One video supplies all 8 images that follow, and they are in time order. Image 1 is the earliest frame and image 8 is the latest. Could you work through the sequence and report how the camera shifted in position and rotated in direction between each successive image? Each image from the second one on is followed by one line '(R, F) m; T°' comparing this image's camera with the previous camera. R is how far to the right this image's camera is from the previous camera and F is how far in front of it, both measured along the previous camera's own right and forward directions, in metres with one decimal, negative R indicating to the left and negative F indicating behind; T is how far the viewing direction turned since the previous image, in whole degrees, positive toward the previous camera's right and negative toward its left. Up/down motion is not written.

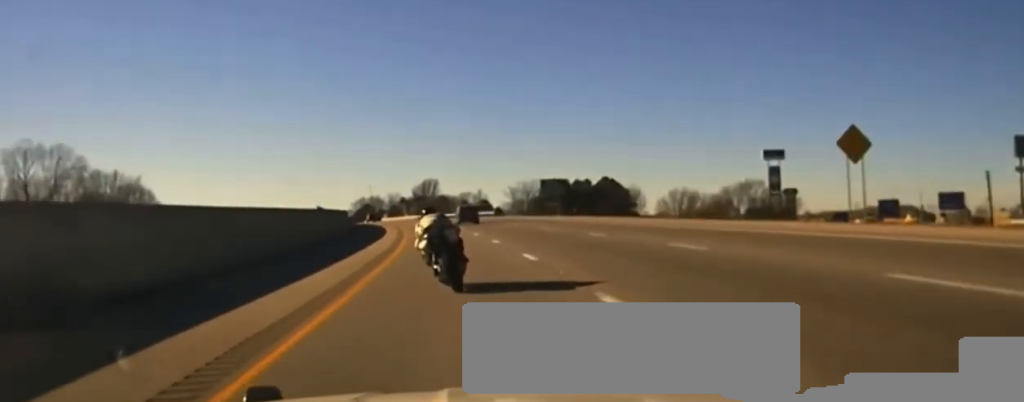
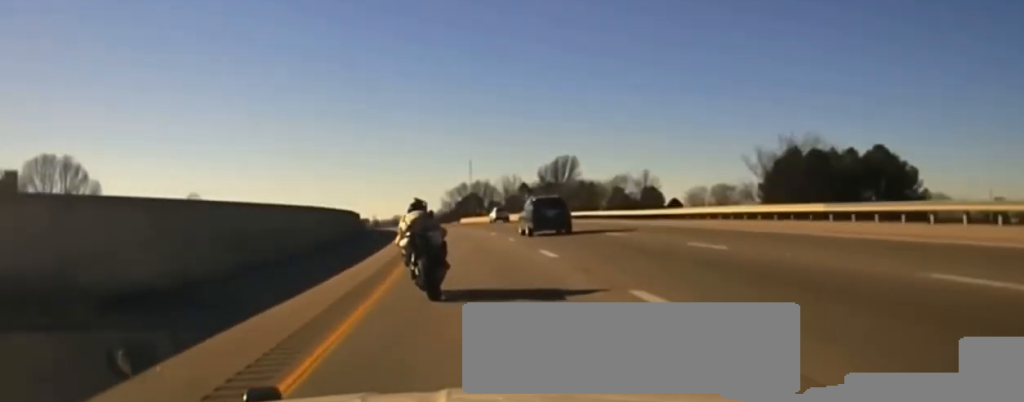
(-6.7, +116.7) m; -7°
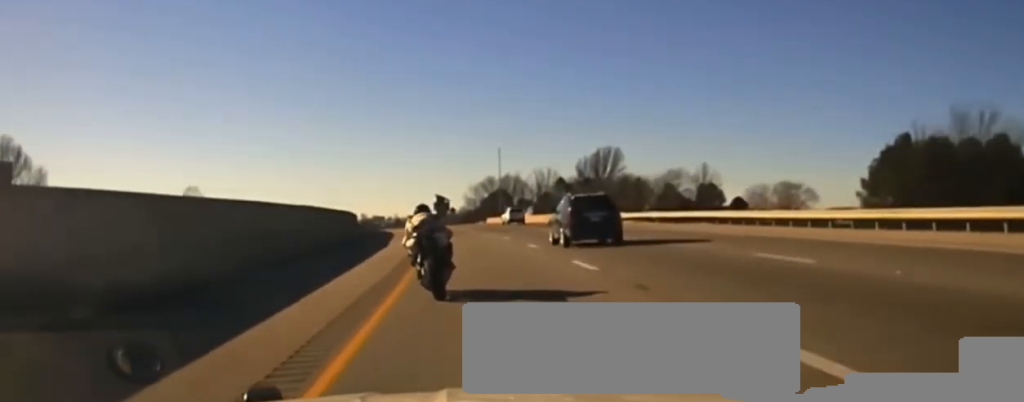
(-0.5, +30.3) m; -2°
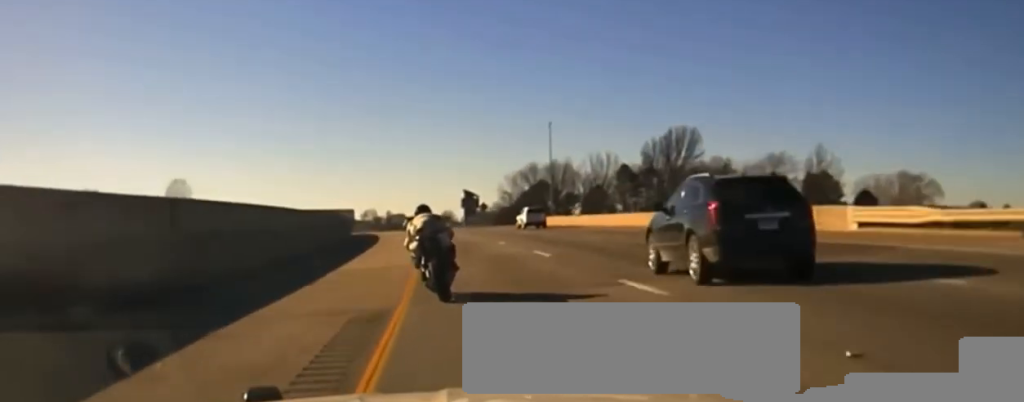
(-0.6, +41.3) m; -3°
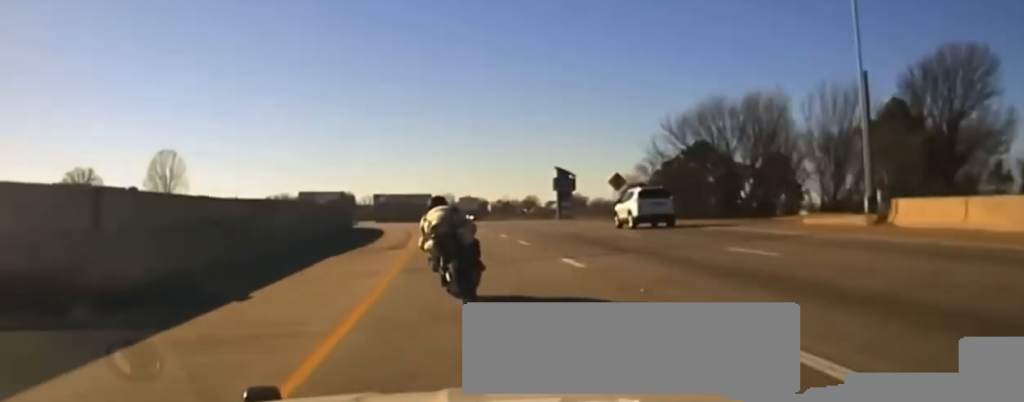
(-2.8, +67.2) m; -4°
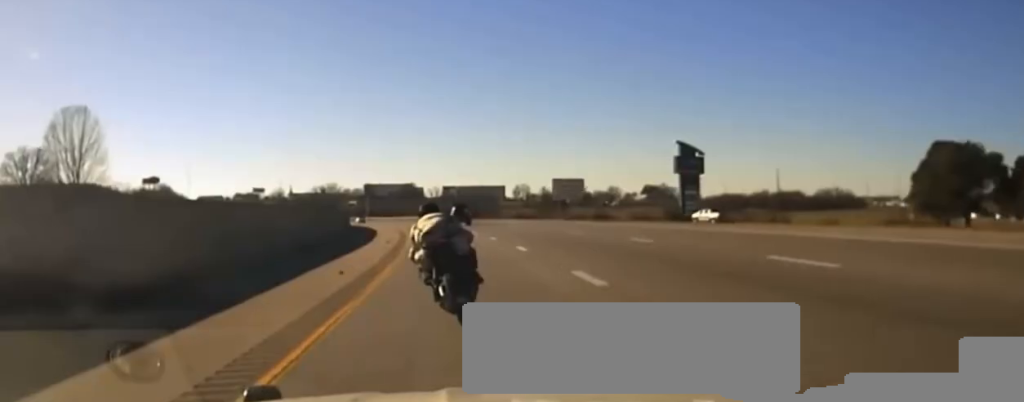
(-2.4, +67.0) m; -4°
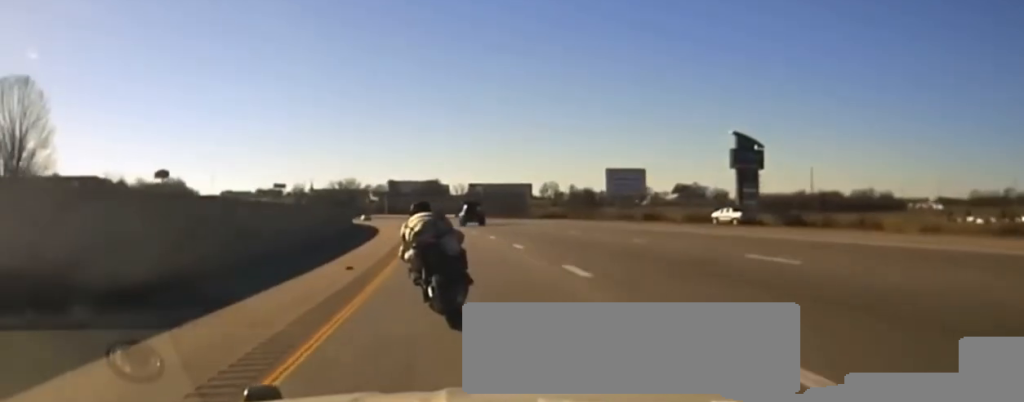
(-0.4, +19.1) m; -1°
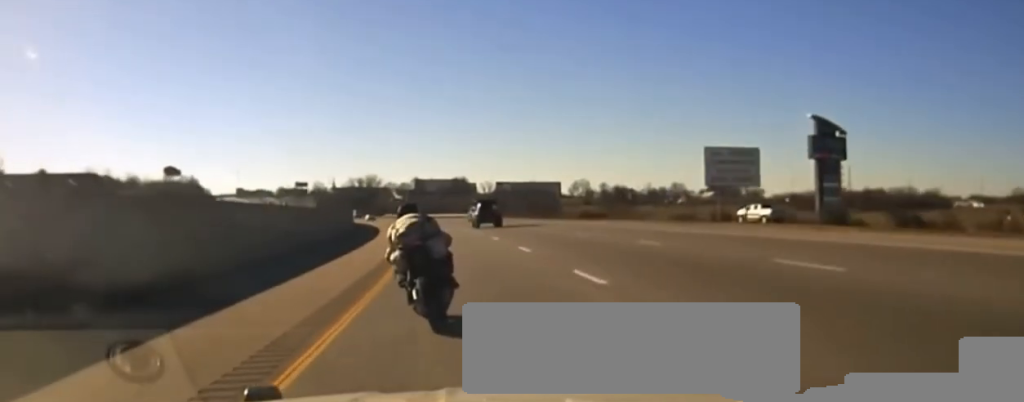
(-0.1, +23.2) m; -2°
